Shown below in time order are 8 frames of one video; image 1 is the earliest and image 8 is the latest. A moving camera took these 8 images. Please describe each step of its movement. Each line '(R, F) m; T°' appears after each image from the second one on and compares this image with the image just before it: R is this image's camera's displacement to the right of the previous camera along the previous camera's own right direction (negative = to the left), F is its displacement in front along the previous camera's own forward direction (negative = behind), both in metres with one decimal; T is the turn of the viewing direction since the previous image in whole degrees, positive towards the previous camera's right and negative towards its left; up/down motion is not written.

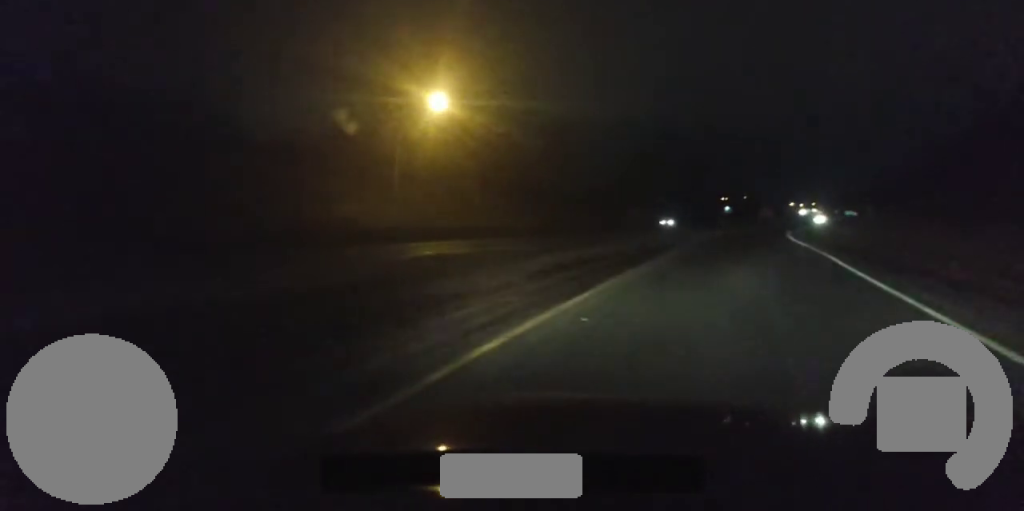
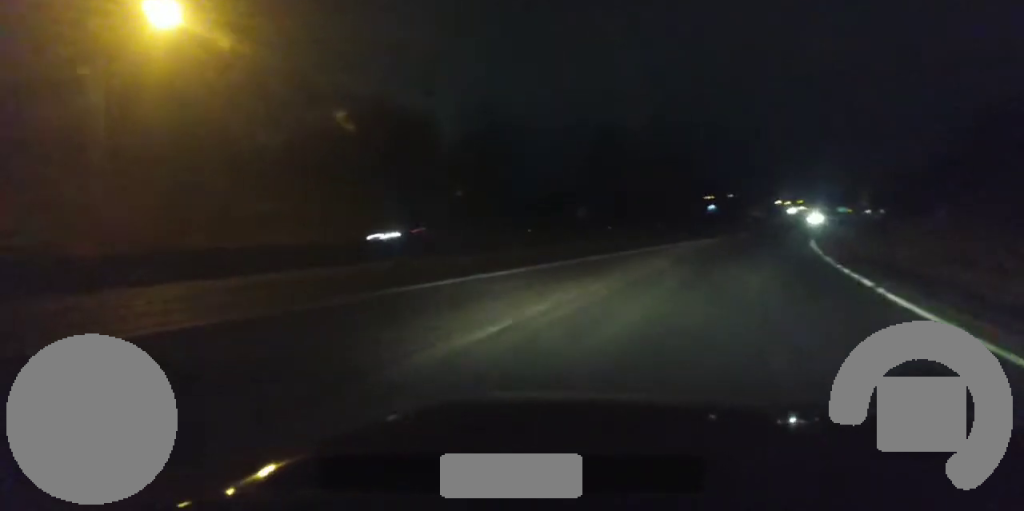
(-1.0, +40.1) m; 0°
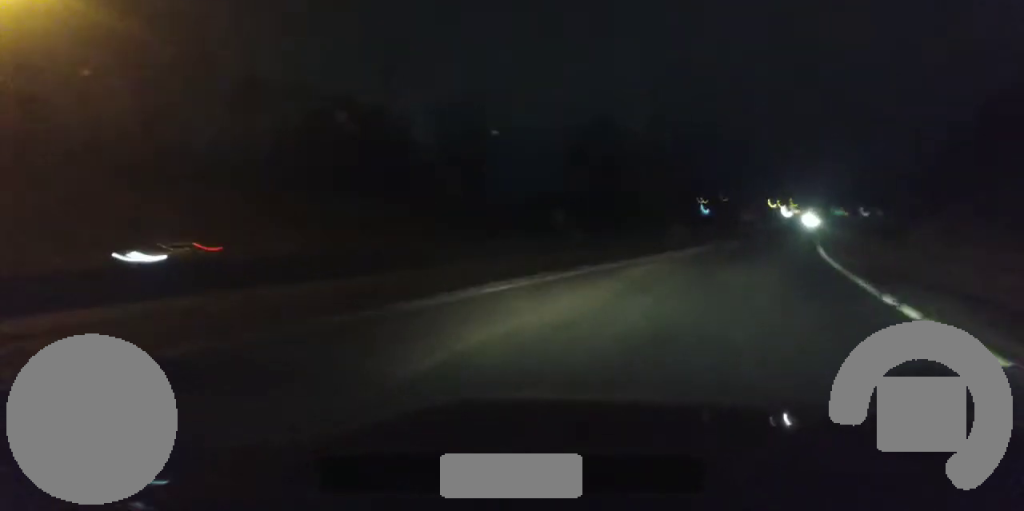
(+0.1, +10.1) m; +1°
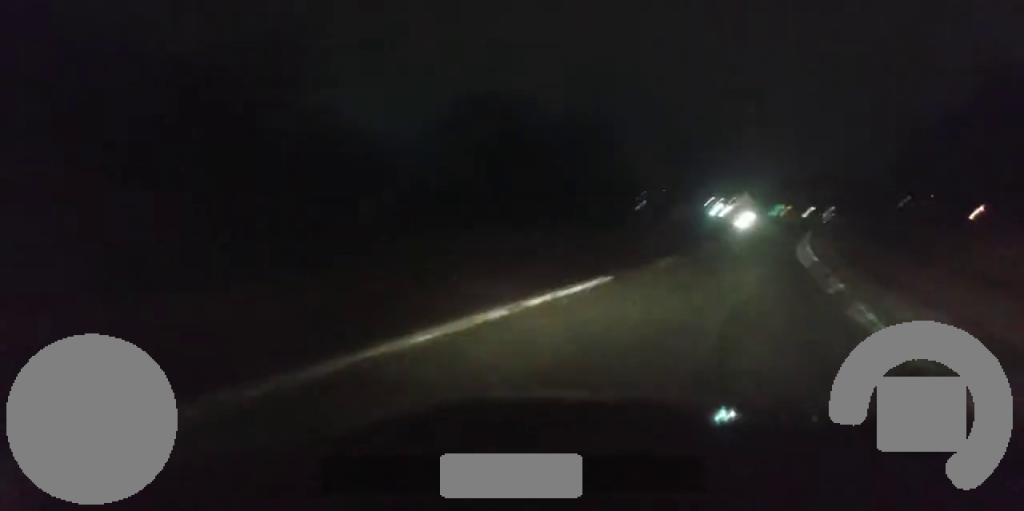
(+0.8, +37.5) m; +3°
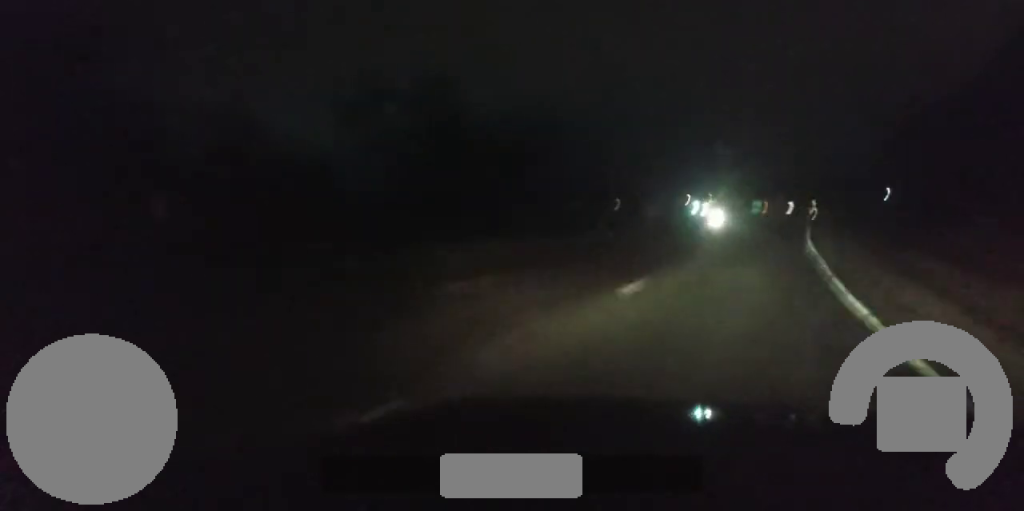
(+0.5, +20.7) m; +3°
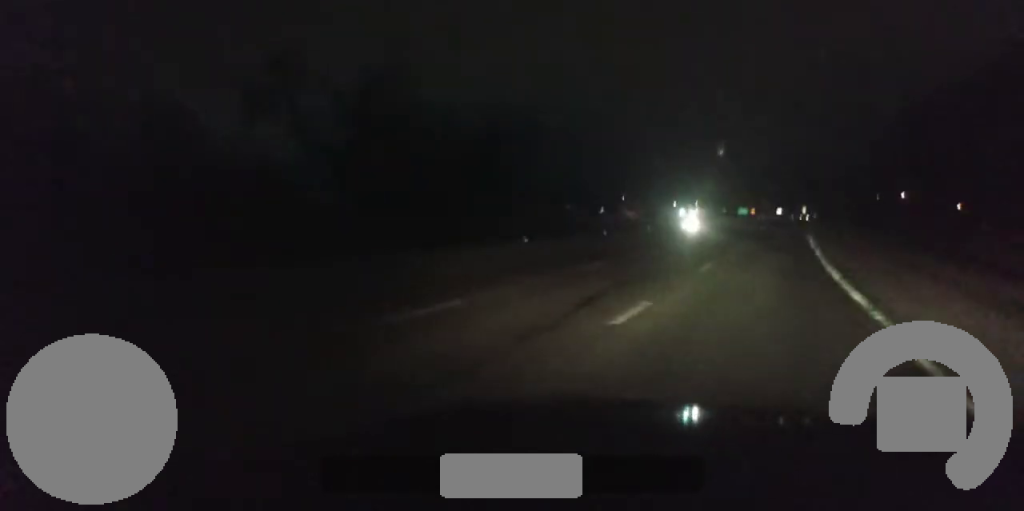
(+0.3, +15.3) m; +2°
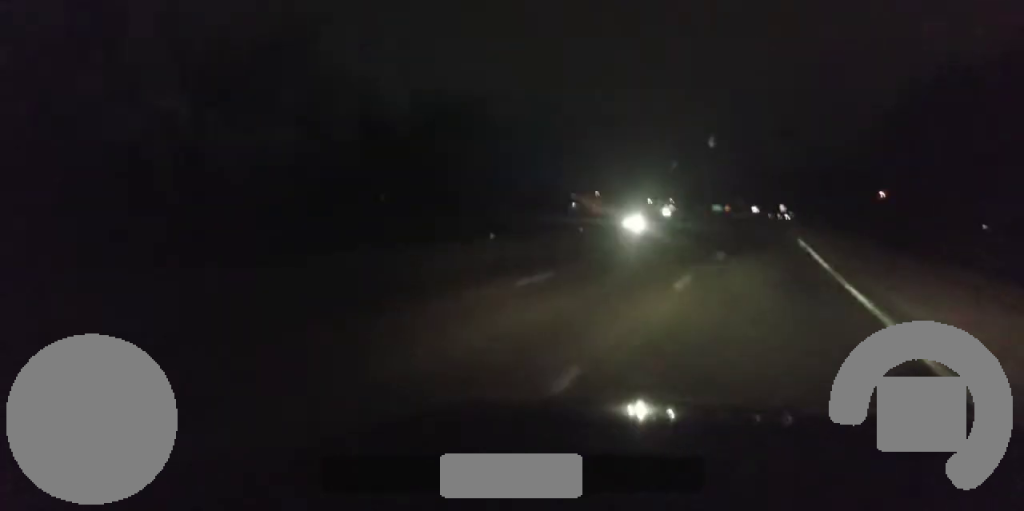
(+0.2, +18.7) m; +1°
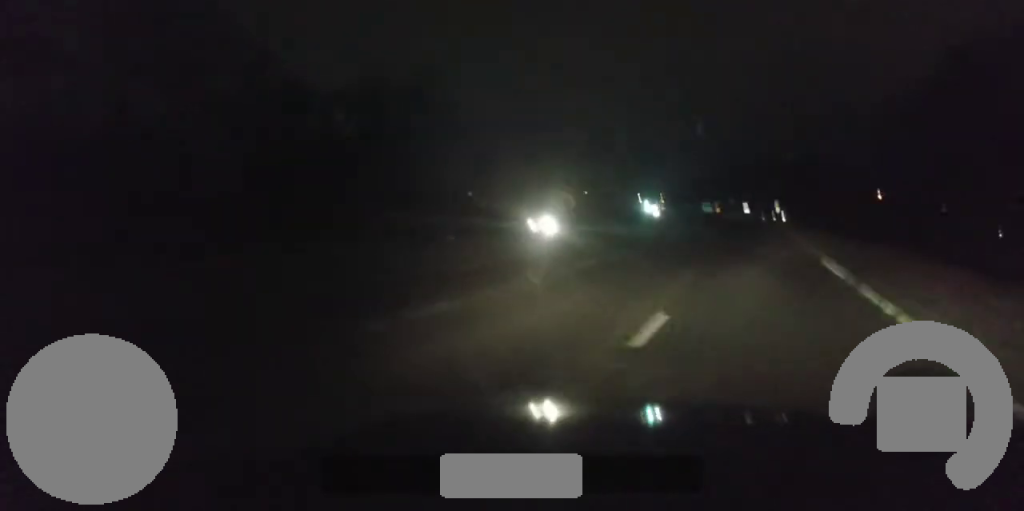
(+0.1, +19.9) m; 0°
